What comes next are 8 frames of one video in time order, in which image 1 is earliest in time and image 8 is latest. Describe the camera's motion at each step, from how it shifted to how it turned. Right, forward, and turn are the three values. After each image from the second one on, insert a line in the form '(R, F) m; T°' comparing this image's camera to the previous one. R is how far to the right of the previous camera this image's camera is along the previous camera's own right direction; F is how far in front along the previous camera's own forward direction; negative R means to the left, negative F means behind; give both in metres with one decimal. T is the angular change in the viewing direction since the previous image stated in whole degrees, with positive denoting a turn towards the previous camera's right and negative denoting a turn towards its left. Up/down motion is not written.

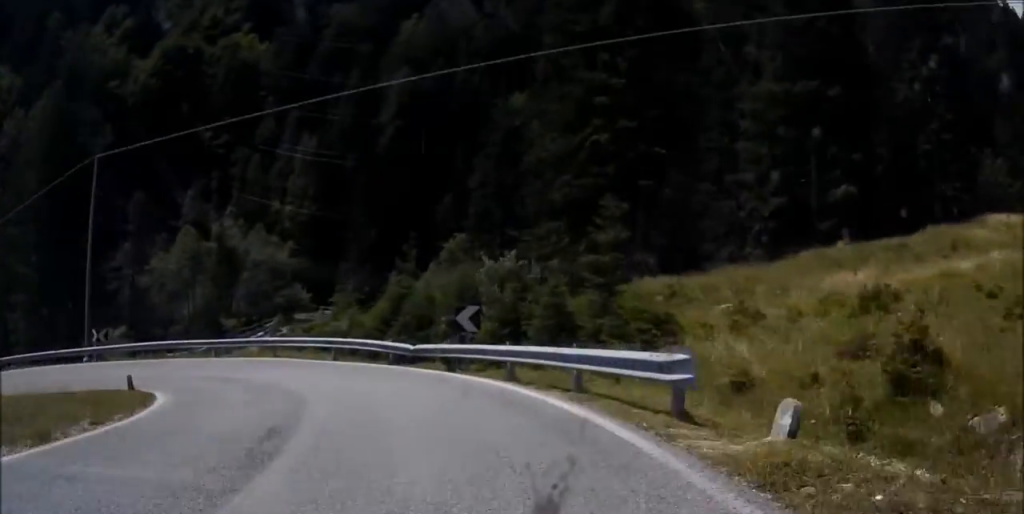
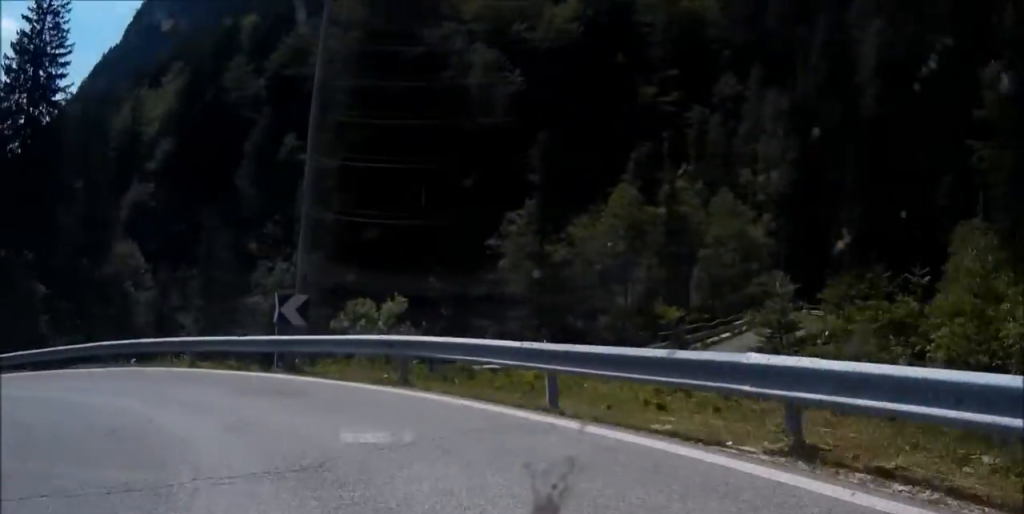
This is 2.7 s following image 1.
(-5.5, +17.9) m; -40°
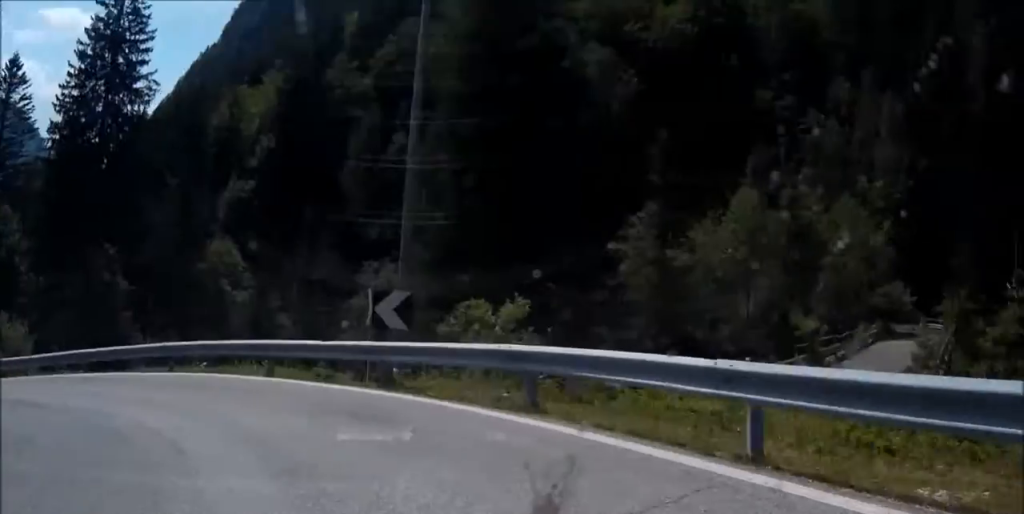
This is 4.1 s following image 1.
(-1.0, +8.6) m; -29°
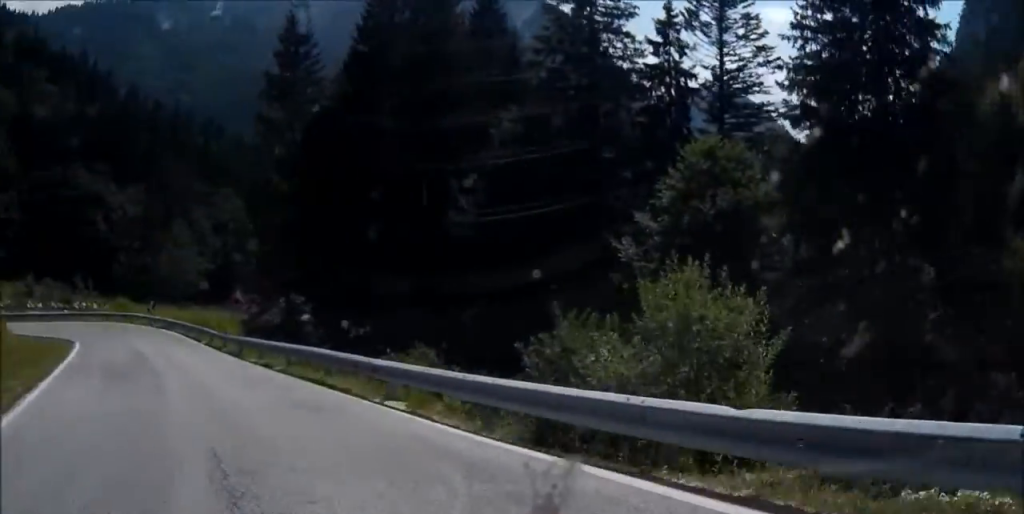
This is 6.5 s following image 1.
(-7.9, +15.5) m; -40°
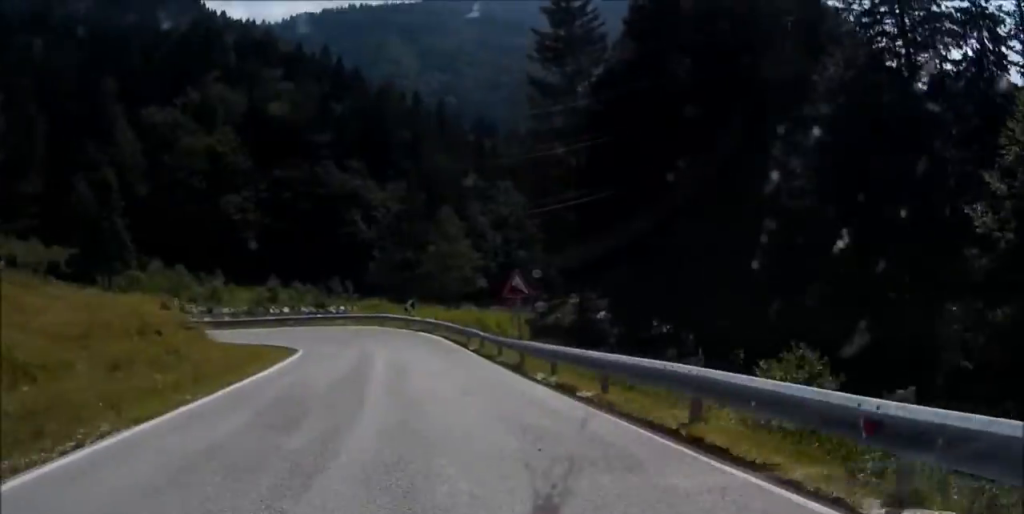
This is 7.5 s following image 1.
(-1.3, +8.3) m; -9°
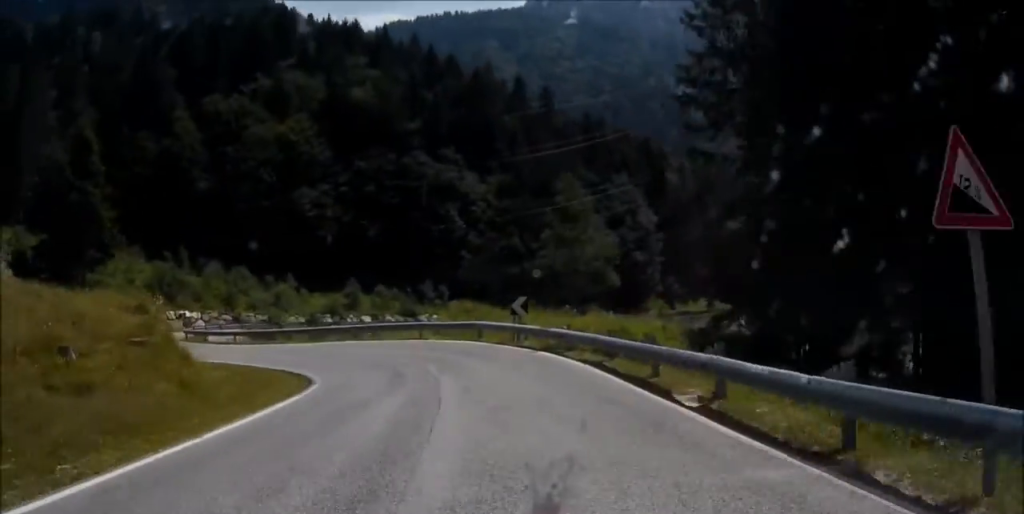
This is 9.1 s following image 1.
(-1.3, +14.3) m; -14°
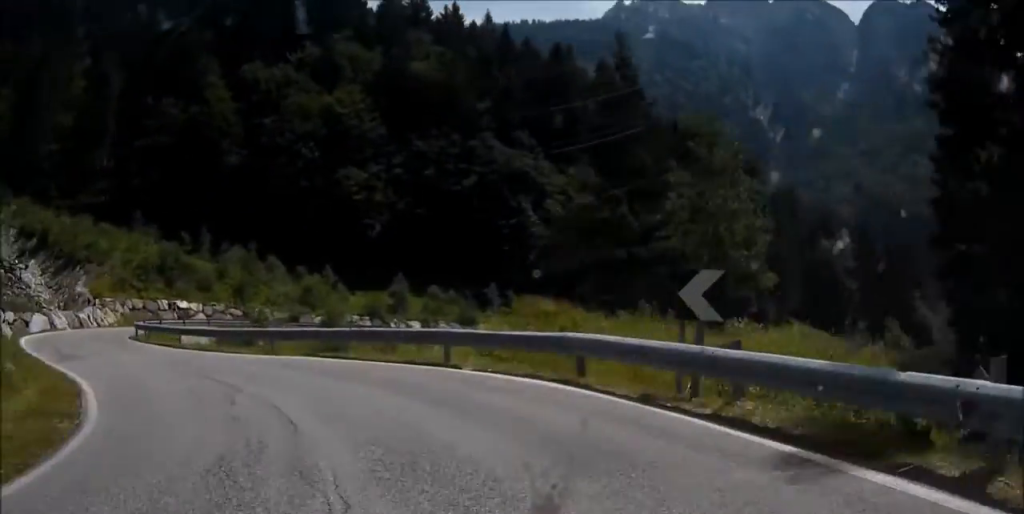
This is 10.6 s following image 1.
(-1.3, +12.9) m; -13°
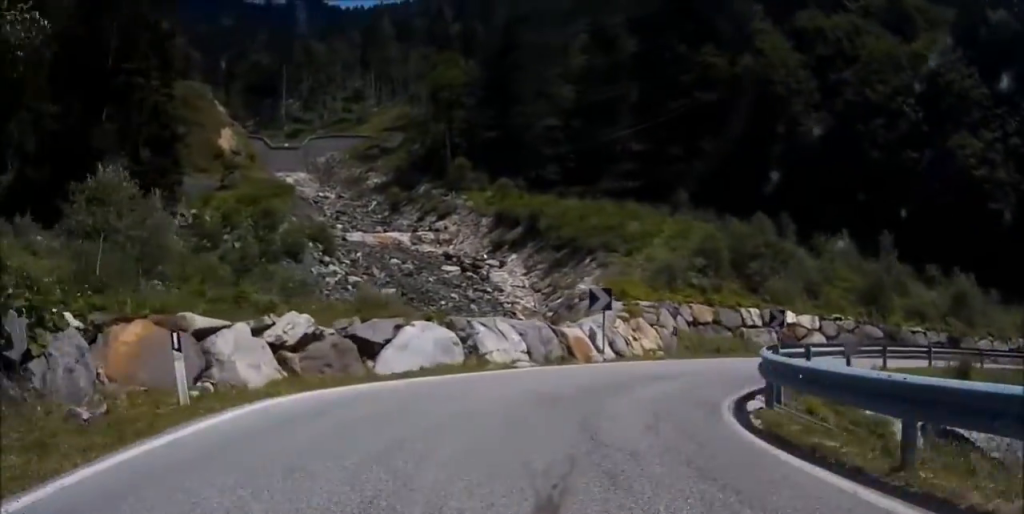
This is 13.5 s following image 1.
(-5.5, +24.6) m; -5°
